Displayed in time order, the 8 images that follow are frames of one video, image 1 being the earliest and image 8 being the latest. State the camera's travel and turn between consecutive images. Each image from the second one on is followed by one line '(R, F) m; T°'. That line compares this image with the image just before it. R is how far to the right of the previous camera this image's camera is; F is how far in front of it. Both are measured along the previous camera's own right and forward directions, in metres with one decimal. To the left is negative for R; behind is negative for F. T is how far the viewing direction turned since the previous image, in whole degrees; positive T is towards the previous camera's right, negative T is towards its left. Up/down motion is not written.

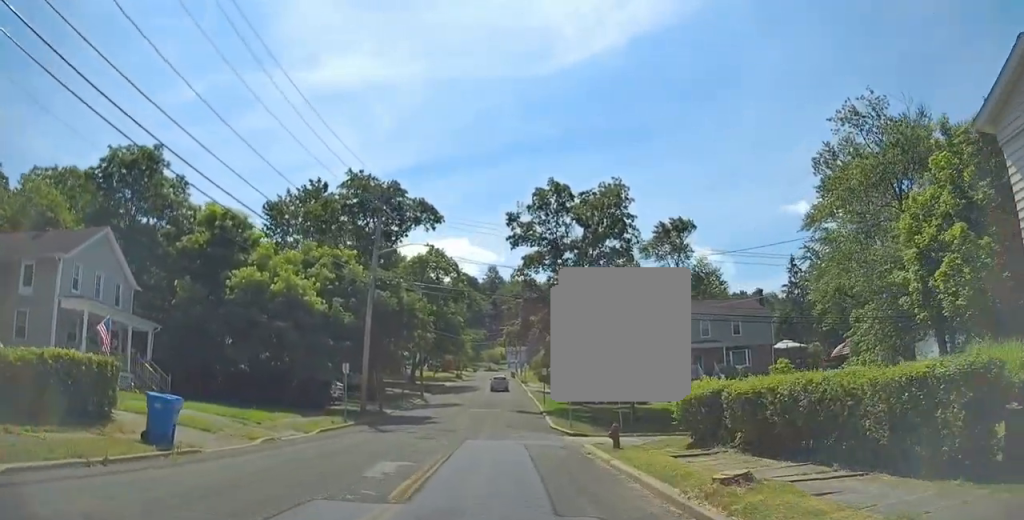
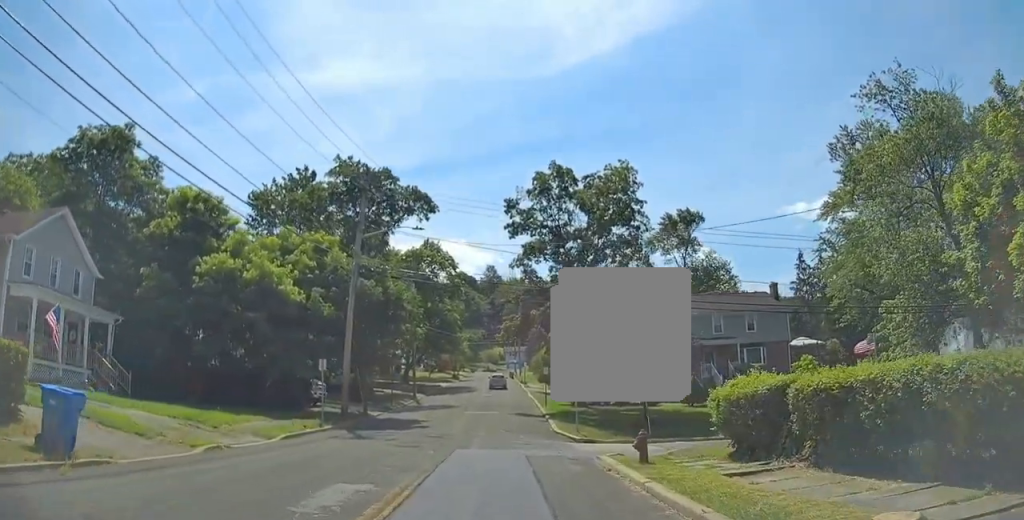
(0.0, +3.7) m; +1°
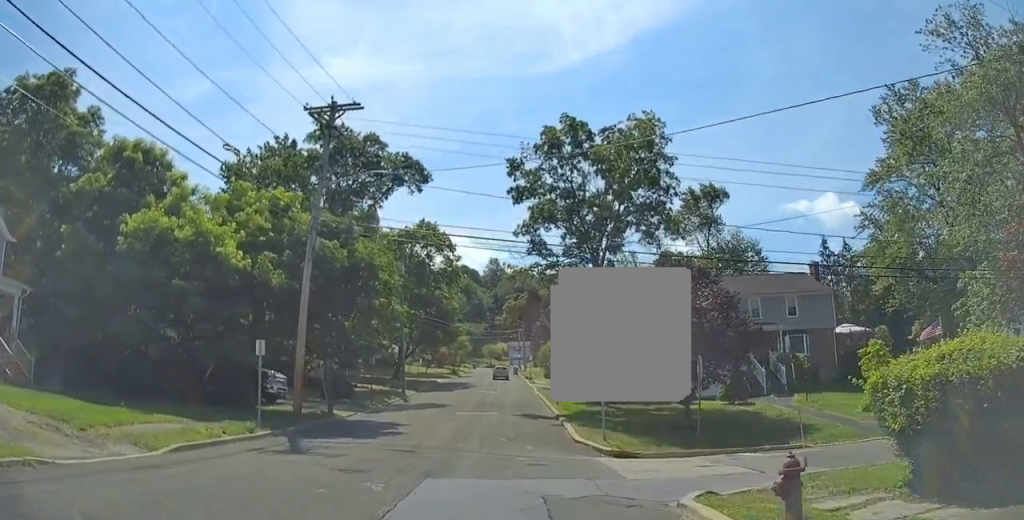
(+0.2, +7.2) m; +1°
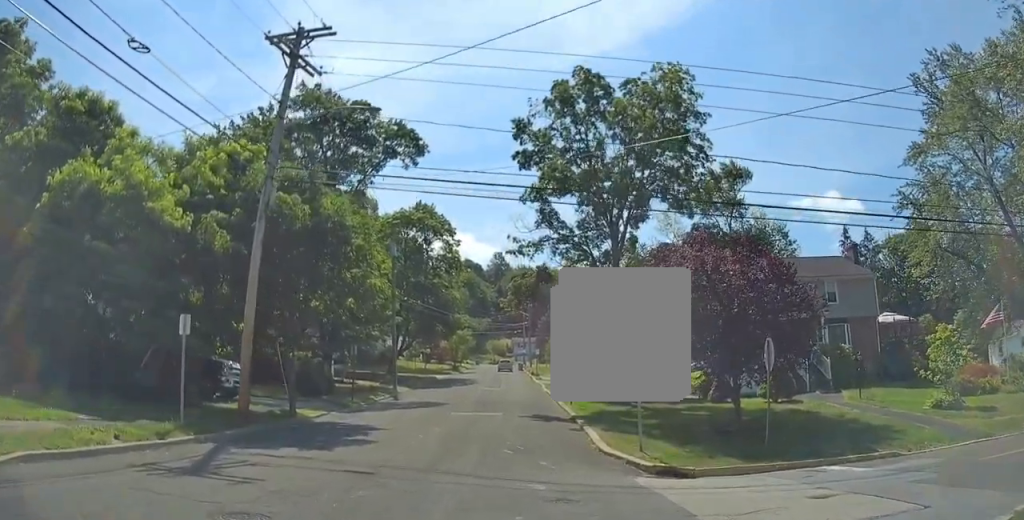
(0.0, +6.1) m; -1°
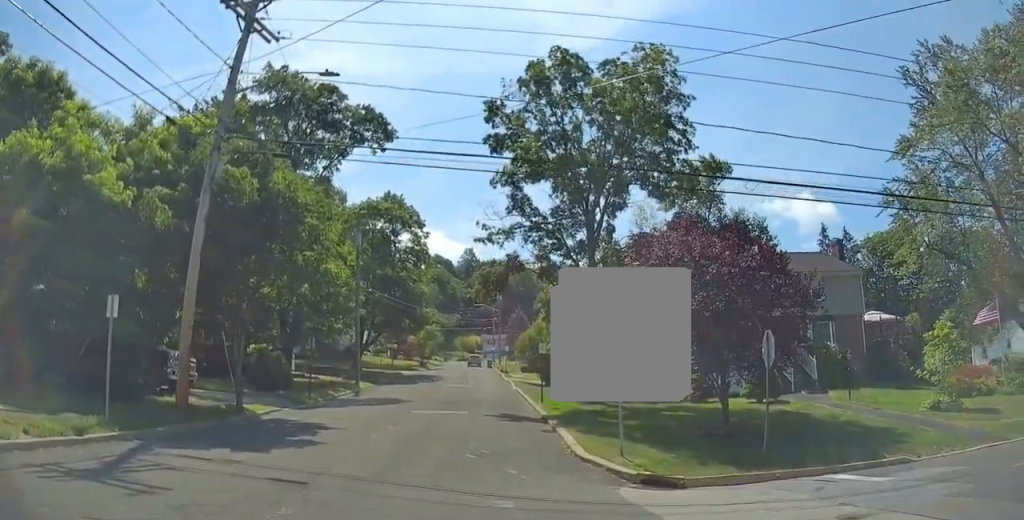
(0.0, +2.4) m; +2°
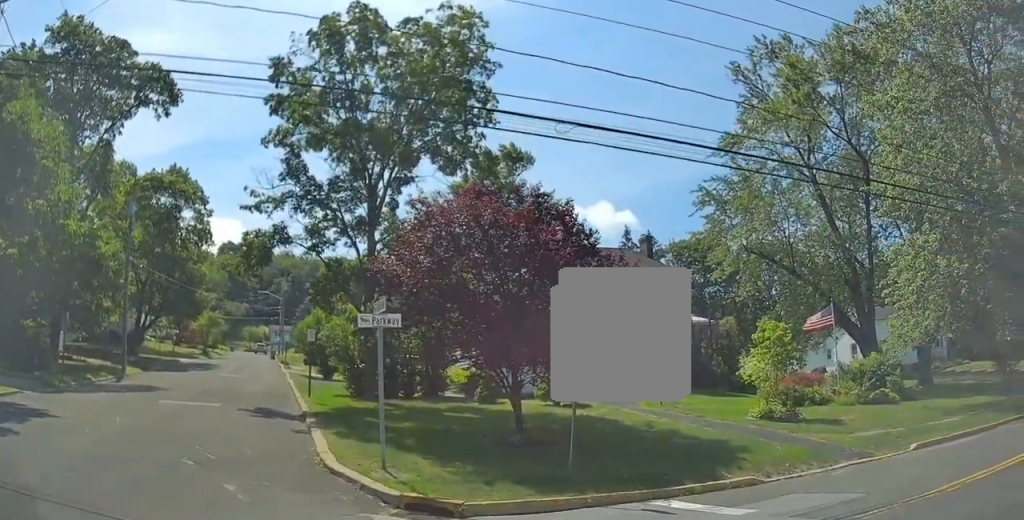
(+0.3, +3.8) m; +23°
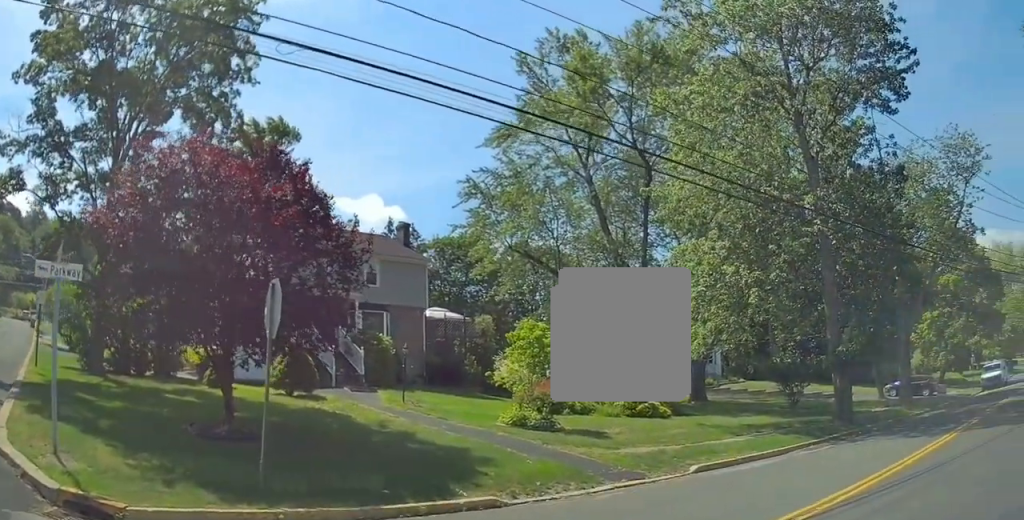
(+0.5, +2.1) m; +21°
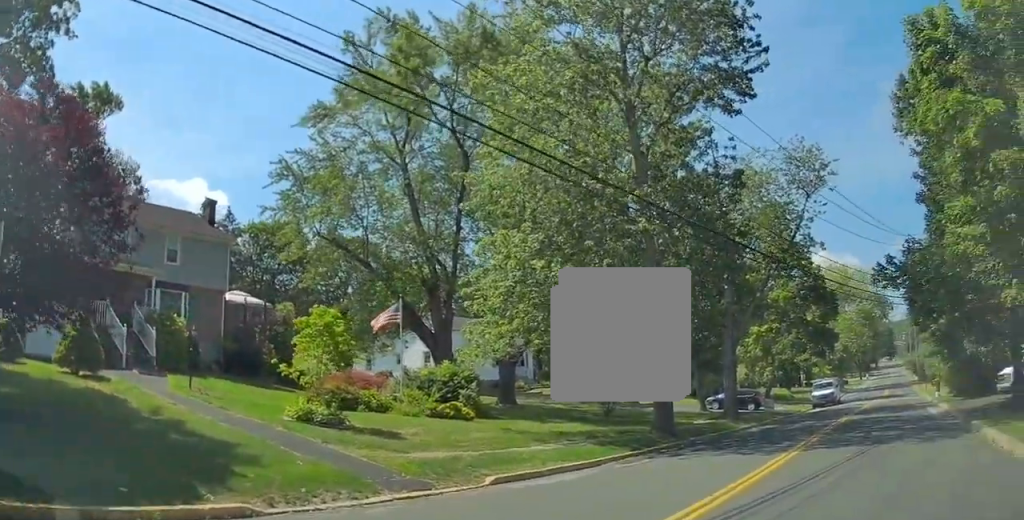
(+0.2, +1.5) m; +13°
